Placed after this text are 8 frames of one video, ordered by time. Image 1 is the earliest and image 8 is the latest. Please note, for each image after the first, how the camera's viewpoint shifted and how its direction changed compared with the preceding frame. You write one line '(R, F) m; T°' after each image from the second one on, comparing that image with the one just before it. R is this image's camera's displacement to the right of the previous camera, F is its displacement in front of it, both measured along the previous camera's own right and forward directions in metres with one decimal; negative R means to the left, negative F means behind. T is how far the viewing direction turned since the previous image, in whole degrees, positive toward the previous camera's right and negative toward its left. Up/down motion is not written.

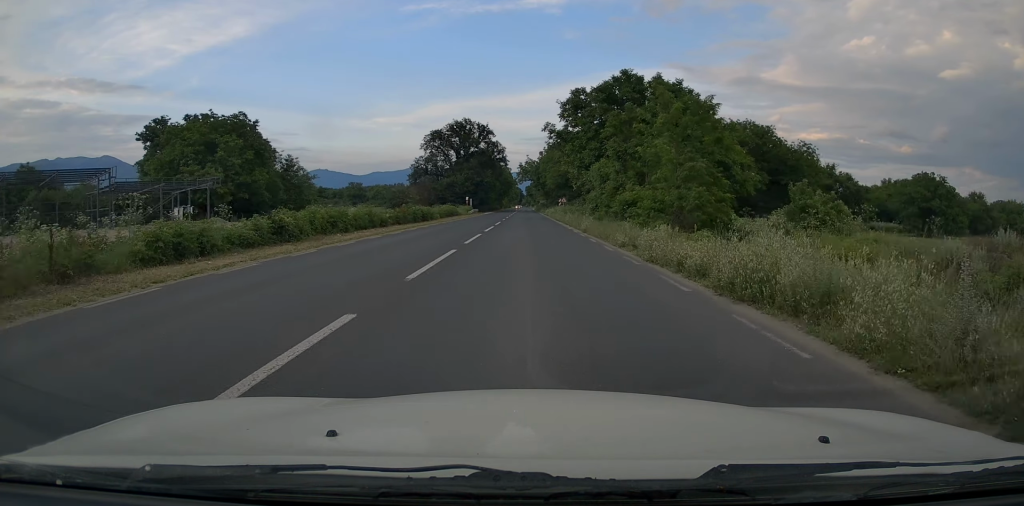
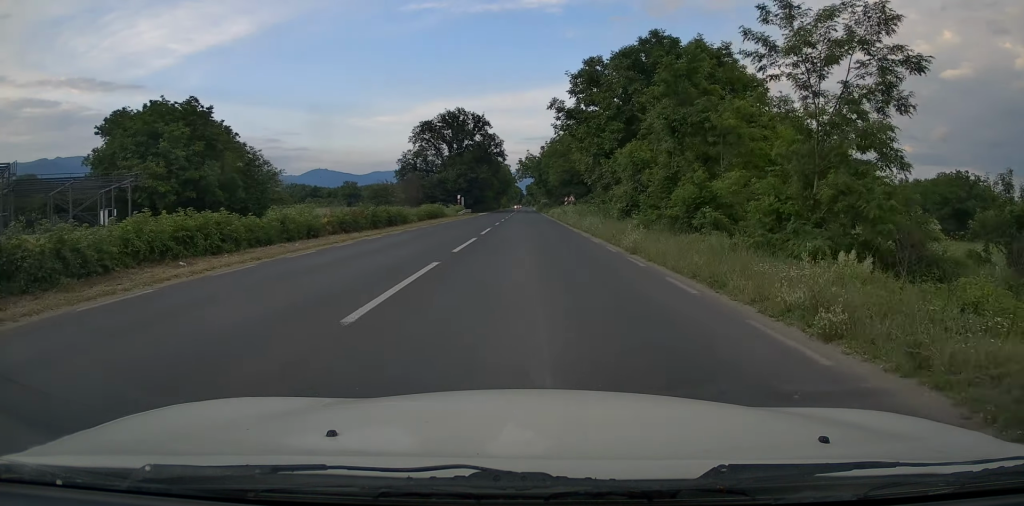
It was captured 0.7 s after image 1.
(-0.1, +12.2) m; 0°
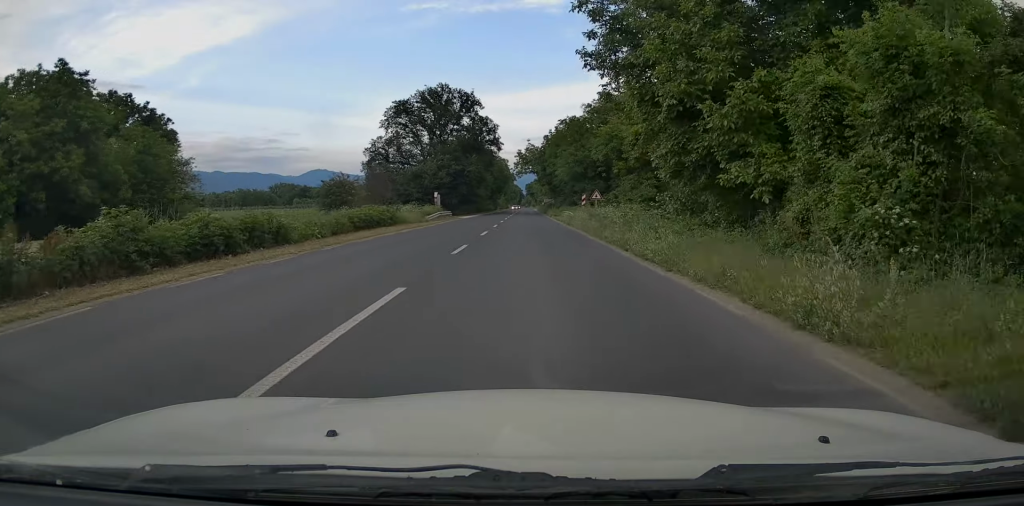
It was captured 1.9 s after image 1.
(+0.2, +21.5) m; 0°
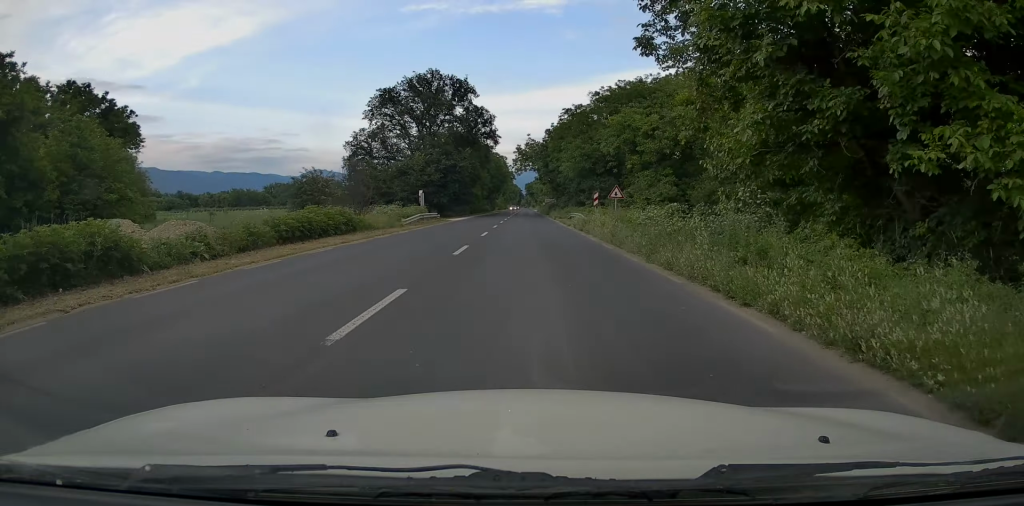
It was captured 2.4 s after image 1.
(+0.1, +8.9) m; 0°
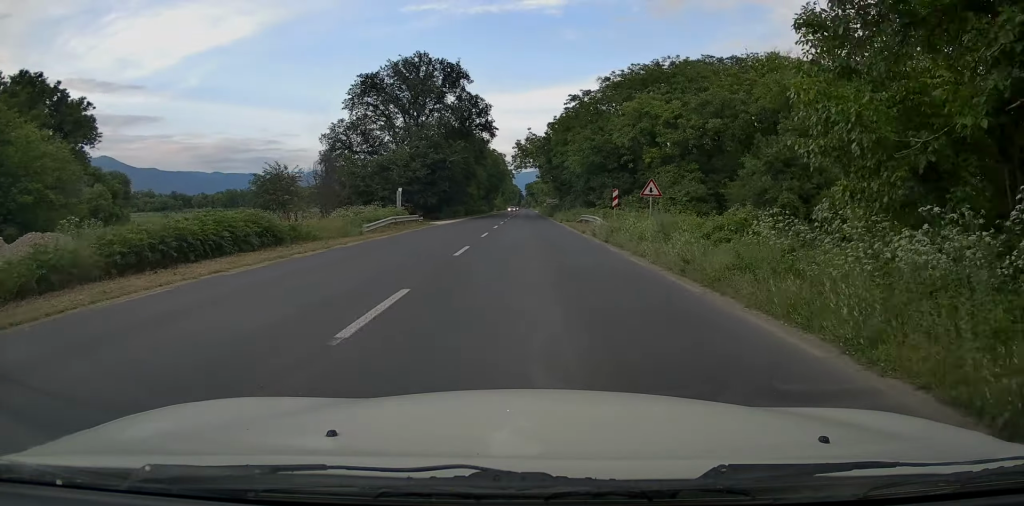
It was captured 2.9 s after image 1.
(-0.1, +8.8) m; 0°
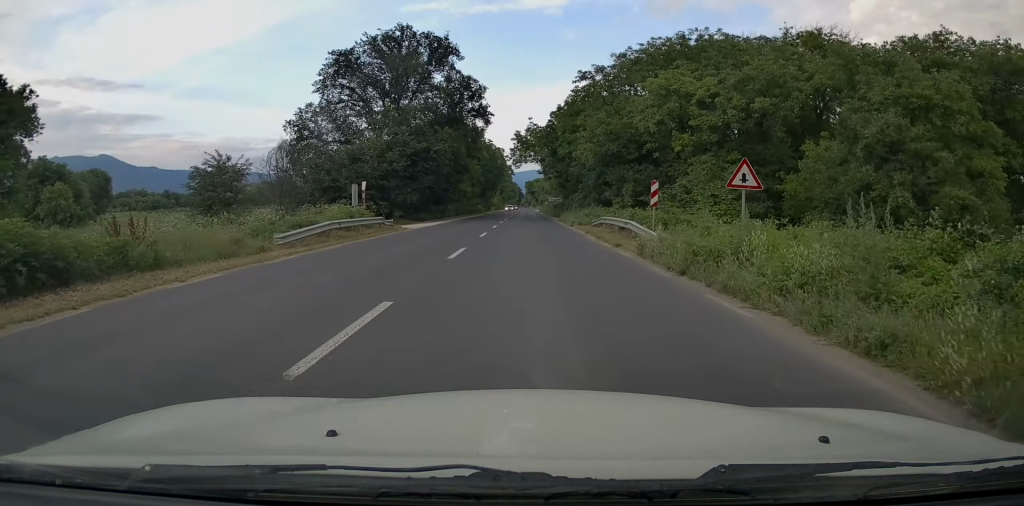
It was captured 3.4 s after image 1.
(0.0, +10.0) m; 0°
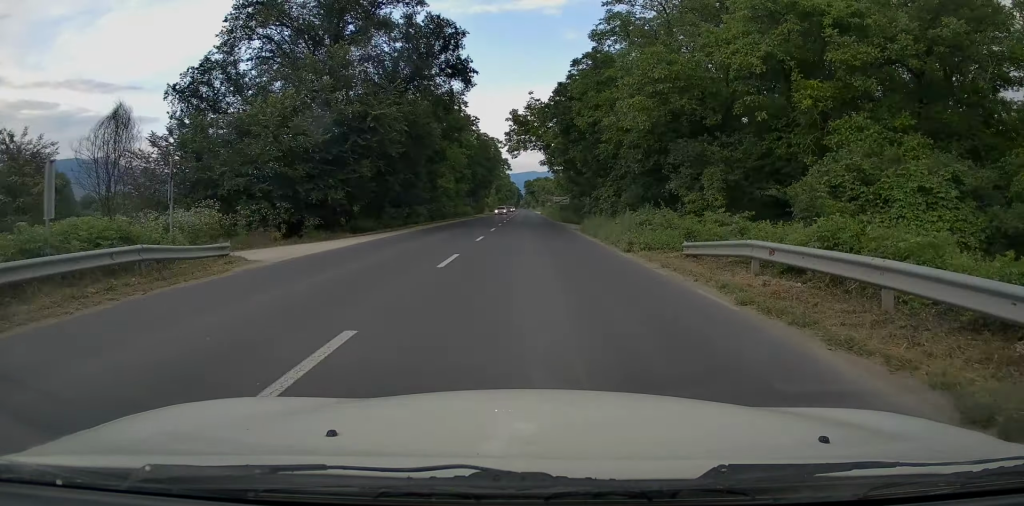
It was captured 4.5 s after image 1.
(+0.1, +19.4) m; +1°
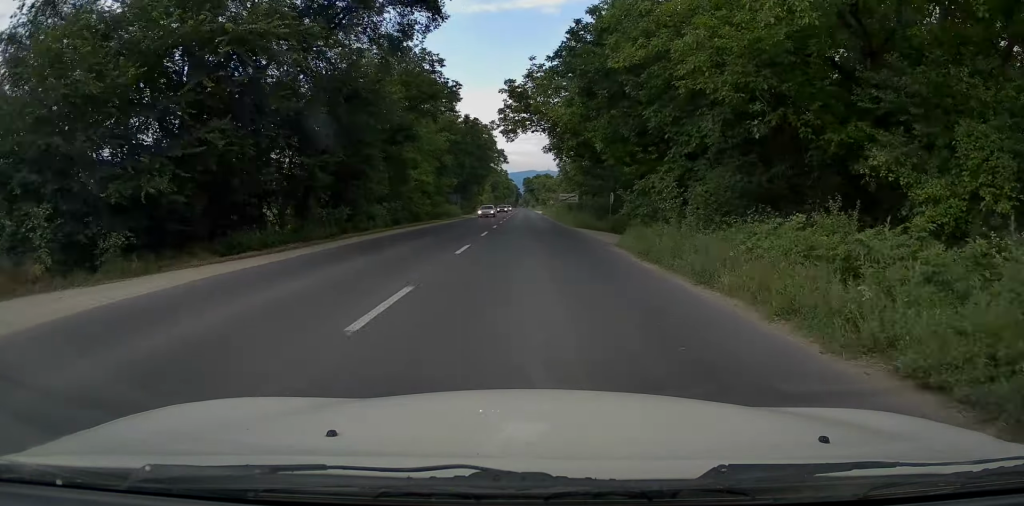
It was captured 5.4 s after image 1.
(+0.2, +14.7) m; 0°
